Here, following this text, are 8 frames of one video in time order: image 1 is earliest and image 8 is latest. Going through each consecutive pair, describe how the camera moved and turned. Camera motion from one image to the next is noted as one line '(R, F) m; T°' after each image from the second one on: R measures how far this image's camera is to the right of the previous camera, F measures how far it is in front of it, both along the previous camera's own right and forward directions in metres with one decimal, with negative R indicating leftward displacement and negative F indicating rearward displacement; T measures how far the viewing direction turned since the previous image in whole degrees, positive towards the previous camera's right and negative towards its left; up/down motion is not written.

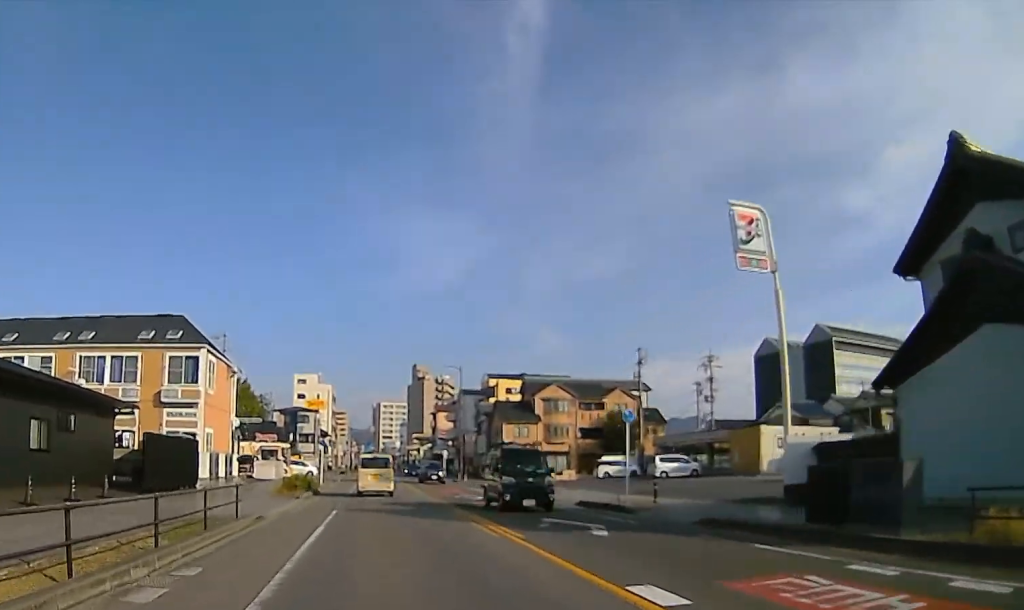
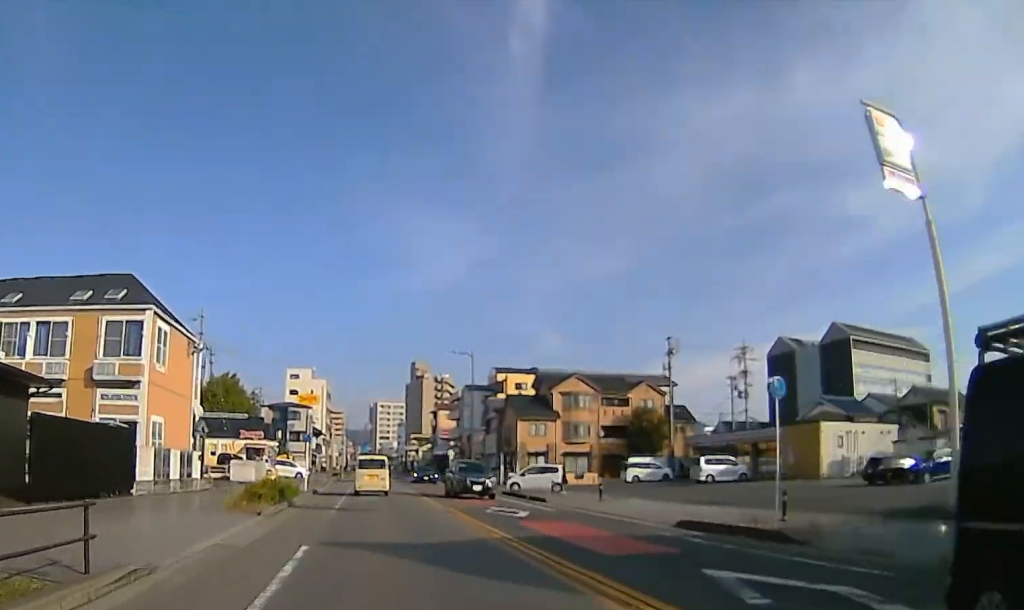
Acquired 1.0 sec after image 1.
(0.0, +8.8) m; -3°
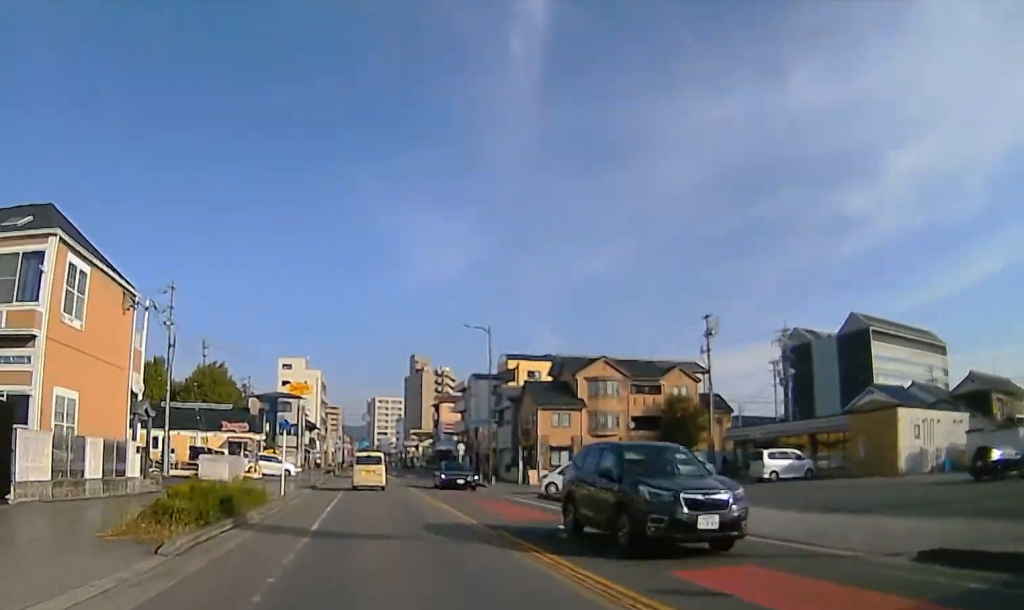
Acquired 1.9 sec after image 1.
(-0.4, +9.0) m; -2°
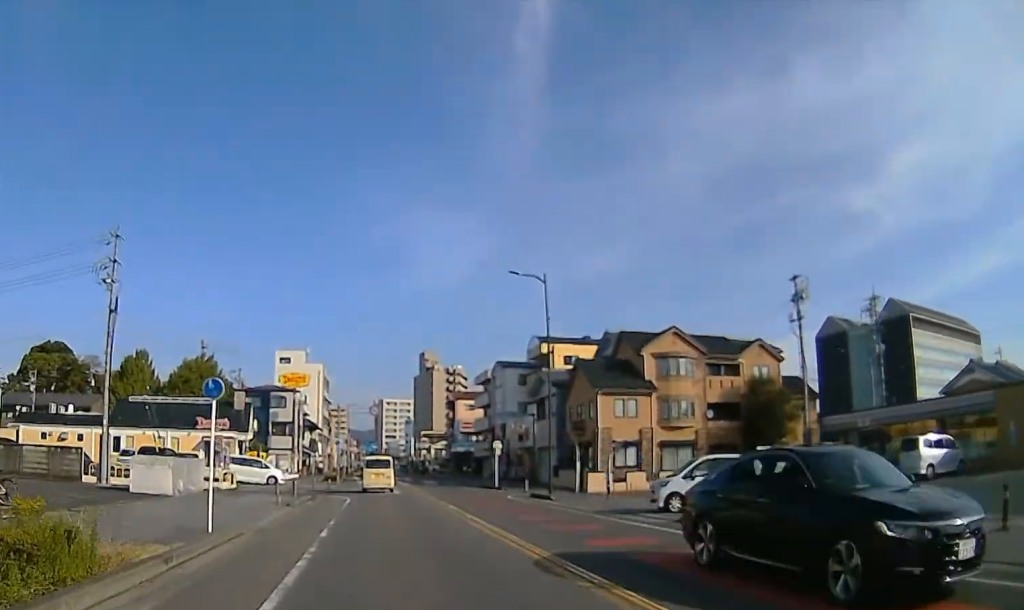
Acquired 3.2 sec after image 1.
(-0.2, +13.5) m; 0°
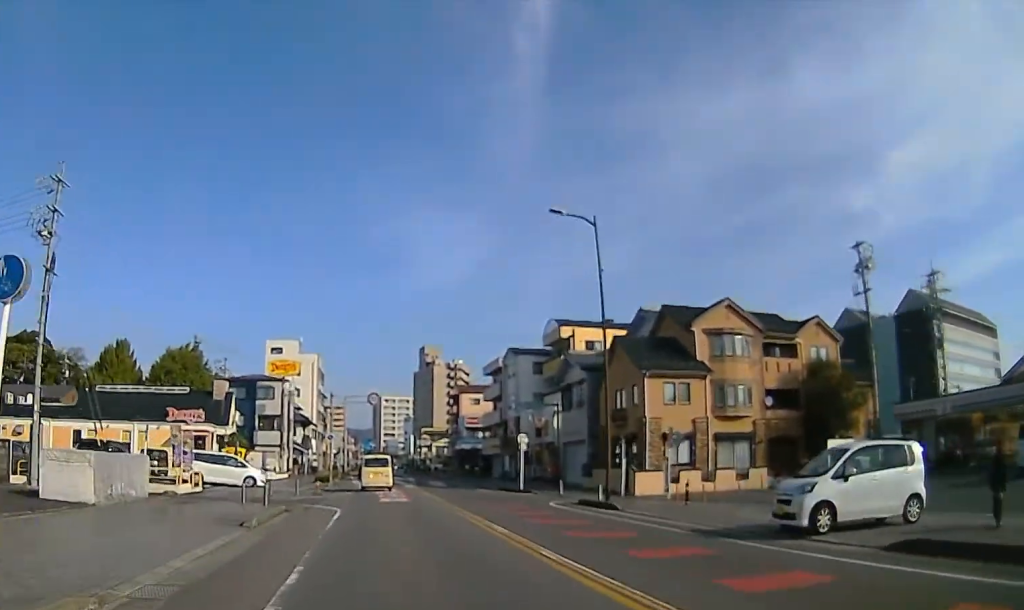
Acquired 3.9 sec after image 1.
(-0.1, +7.9) m; +1°
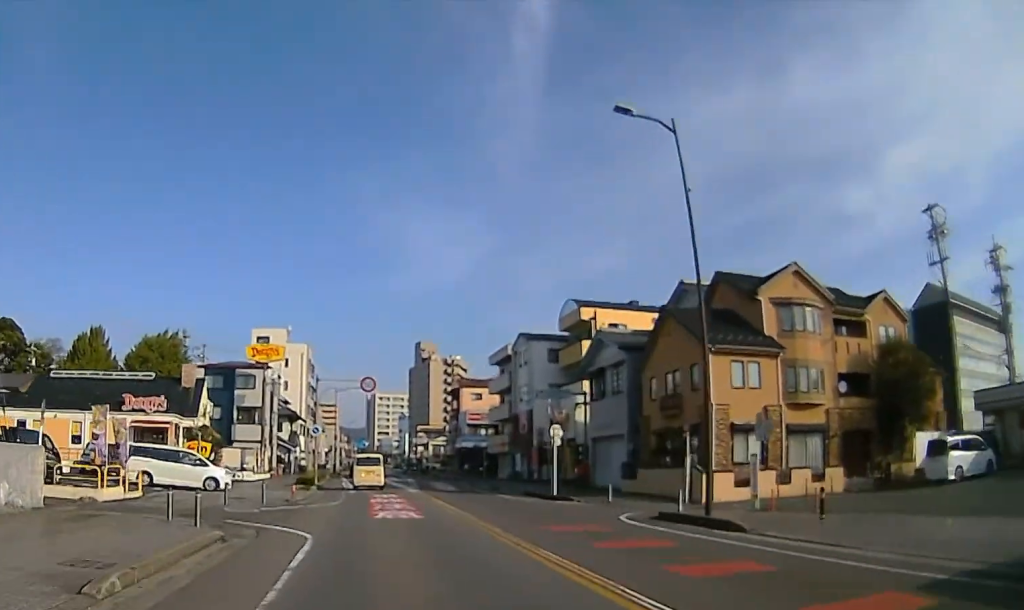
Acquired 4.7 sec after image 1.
(+0.1, +7.3) m; +1°
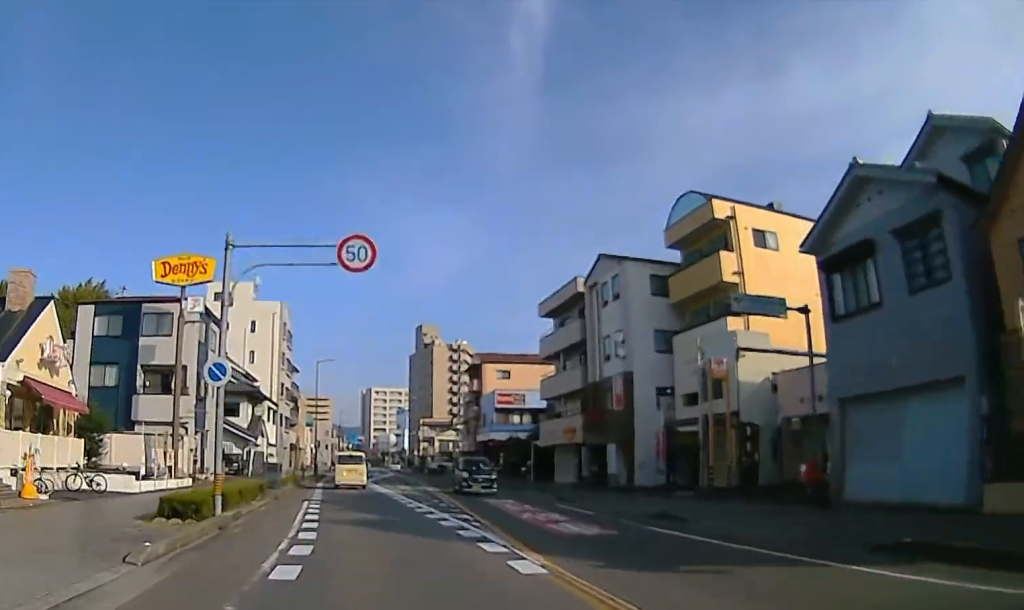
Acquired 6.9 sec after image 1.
(+0.5, +21.0) m; +2°
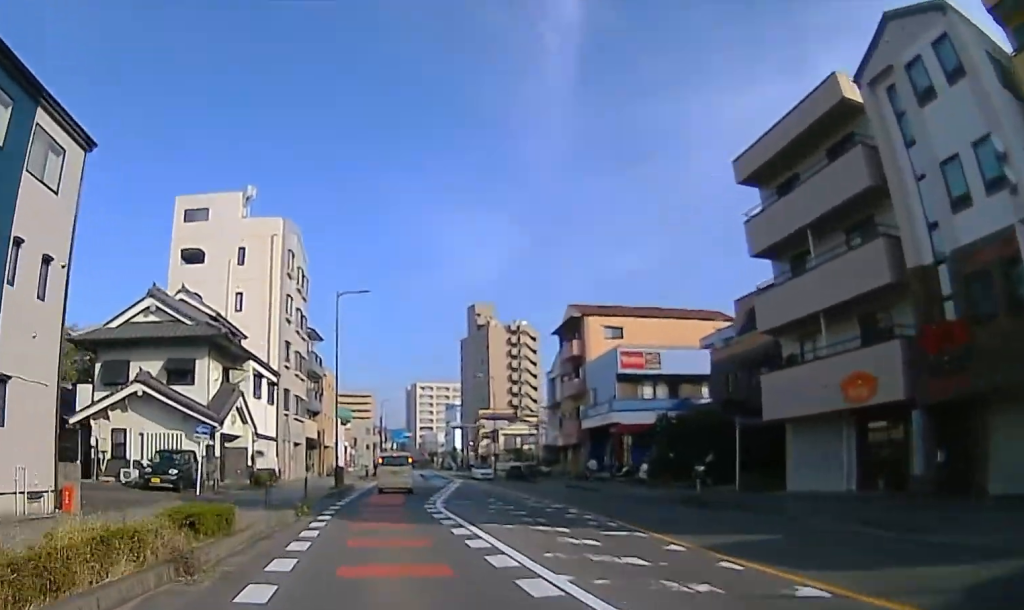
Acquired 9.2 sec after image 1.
(0.0, +21.8) m; 0°
